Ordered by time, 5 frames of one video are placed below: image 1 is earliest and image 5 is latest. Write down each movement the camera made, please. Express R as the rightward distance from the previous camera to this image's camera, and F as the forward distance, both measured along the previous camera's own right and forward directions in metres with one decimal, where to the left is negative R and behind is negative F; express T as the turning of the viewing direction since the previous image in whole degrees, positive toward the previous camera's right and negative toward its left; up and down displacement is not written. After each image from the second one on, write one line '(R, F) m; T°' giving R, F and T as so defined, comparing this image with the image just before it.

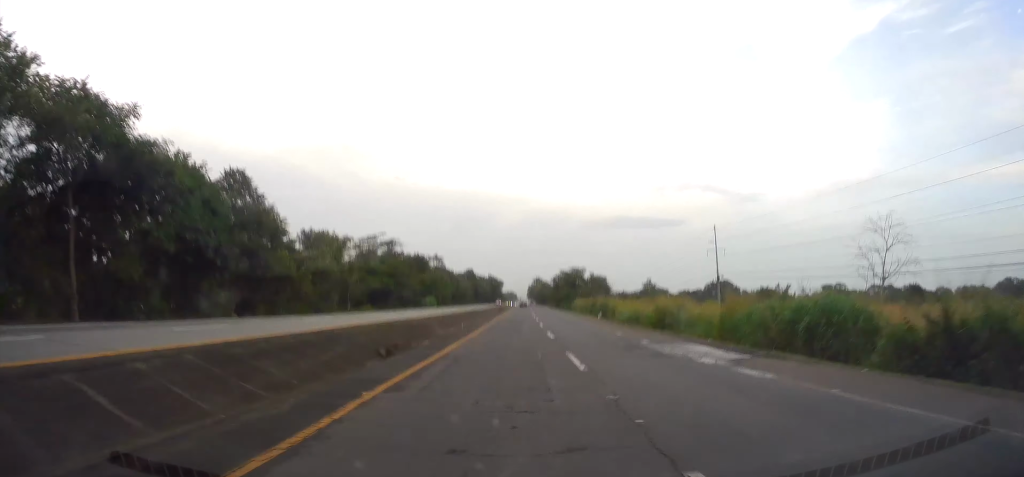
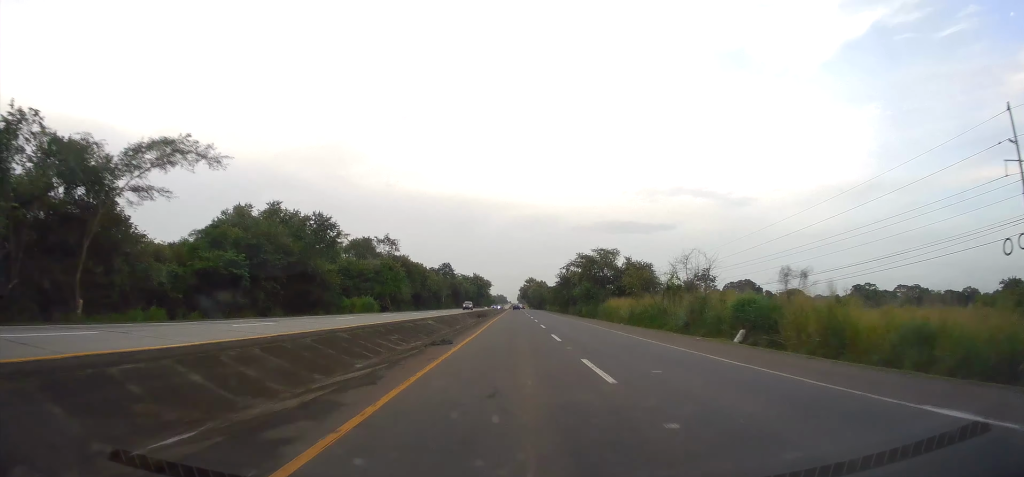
(+0.7, +47.2) m; +2°
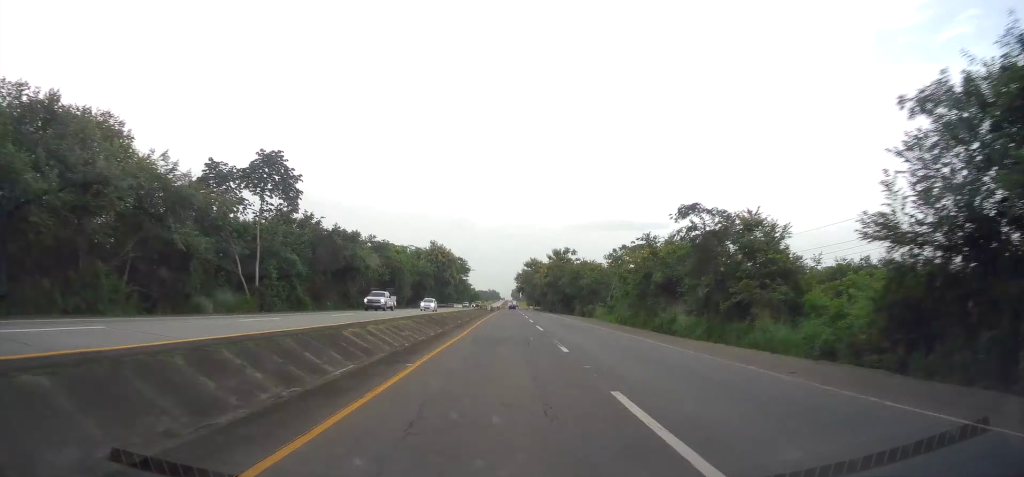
(+1.2, +119.6) m; 0°
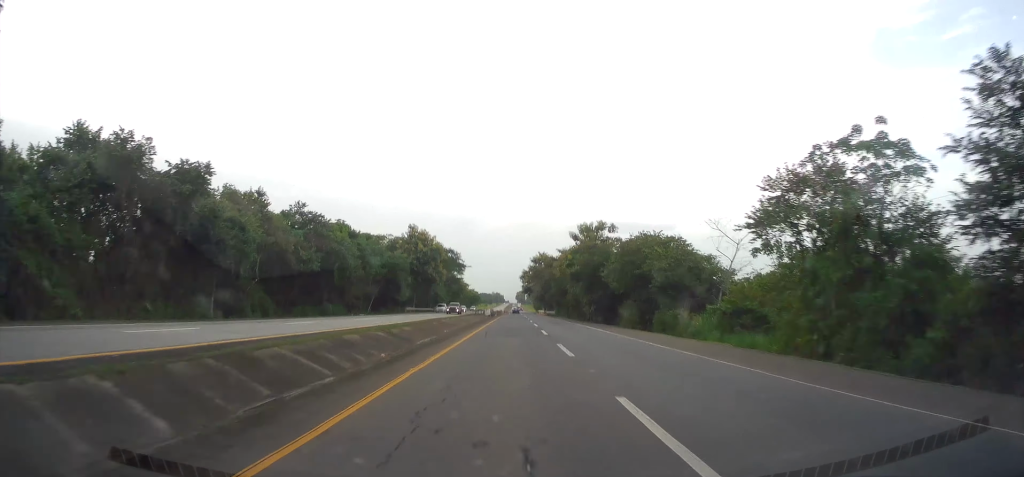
(-0.2, +35.1) m; 0°
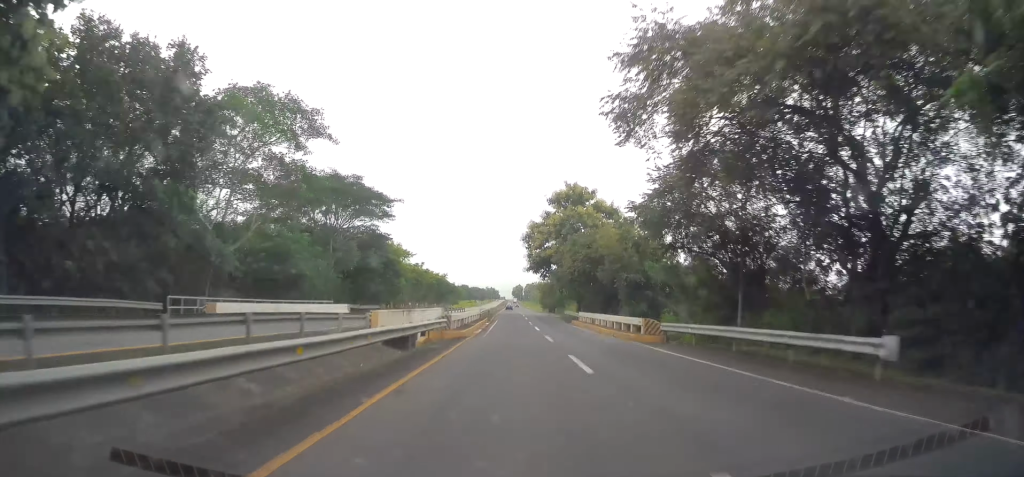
(+0.8, +94.3) m; +1°
